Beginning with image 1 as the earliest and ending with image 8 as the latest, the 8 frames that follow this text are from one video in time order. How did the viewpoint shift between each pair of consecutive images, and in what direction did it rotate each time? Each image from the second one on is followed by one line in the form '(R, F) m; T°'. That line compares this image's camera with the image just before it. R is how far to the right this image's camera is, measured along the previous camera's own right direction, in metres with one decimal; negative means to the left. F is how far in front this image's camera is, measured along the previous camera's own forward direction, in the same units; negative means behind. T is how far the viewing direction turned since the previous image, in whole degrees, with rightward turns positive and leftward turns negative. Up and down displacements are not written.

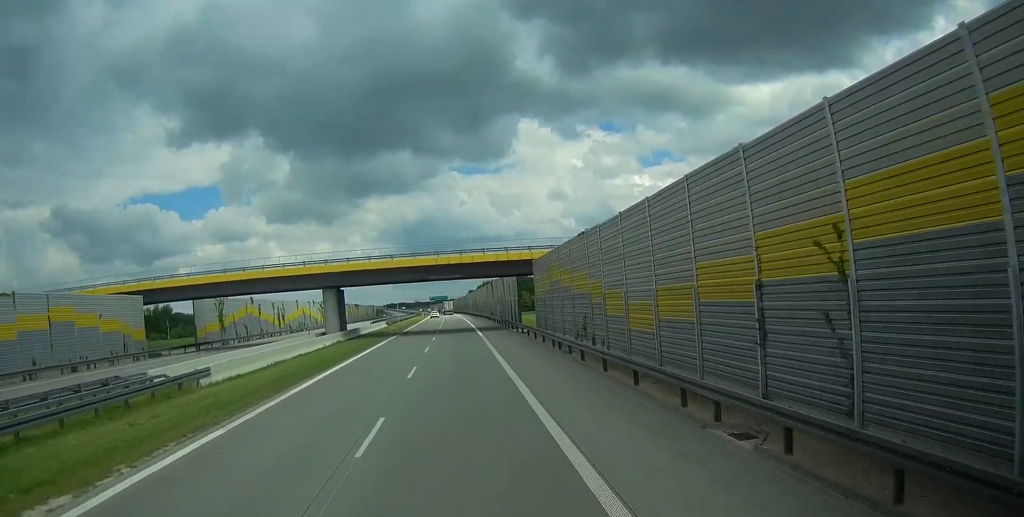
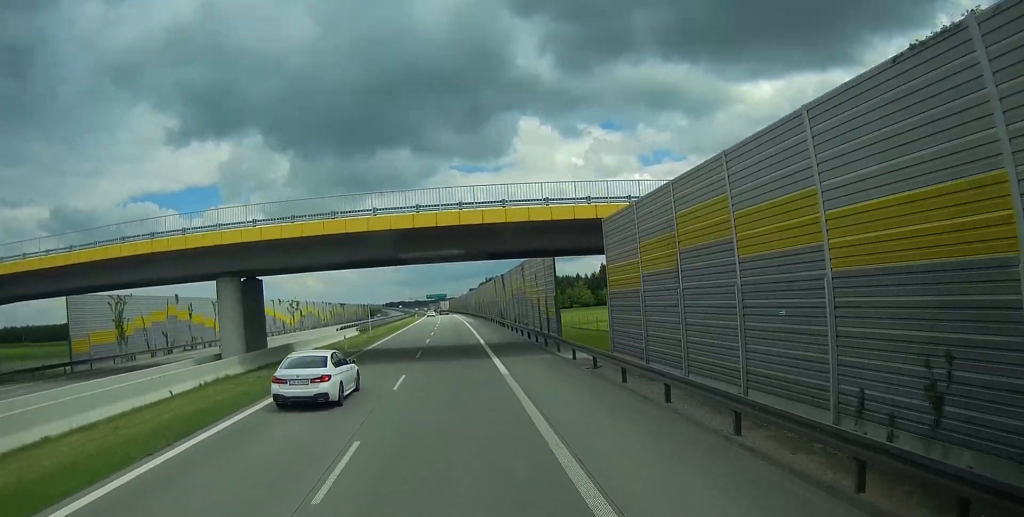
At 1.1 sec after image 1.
(+0.4, +27.3) m; 0°
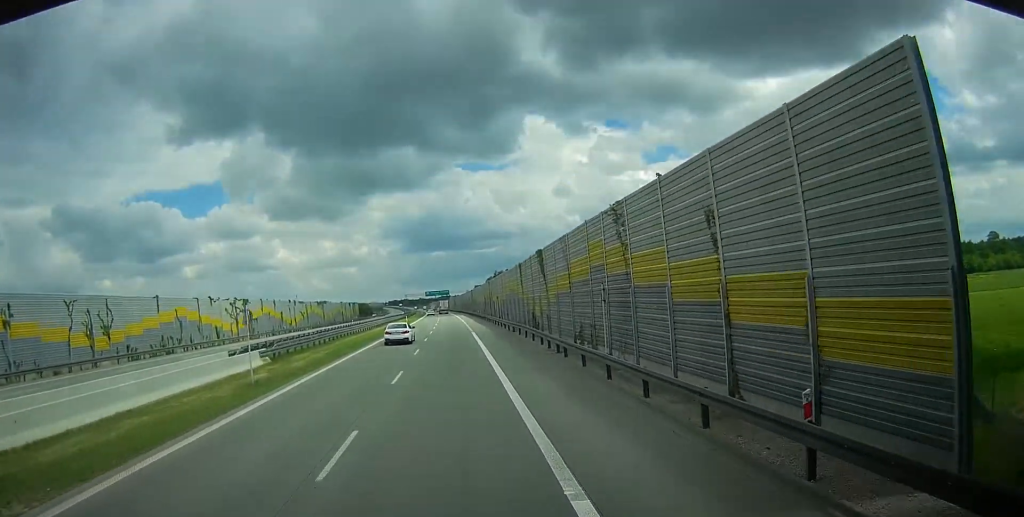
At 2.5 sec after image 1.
(-0.4, +35.2) m; -1°
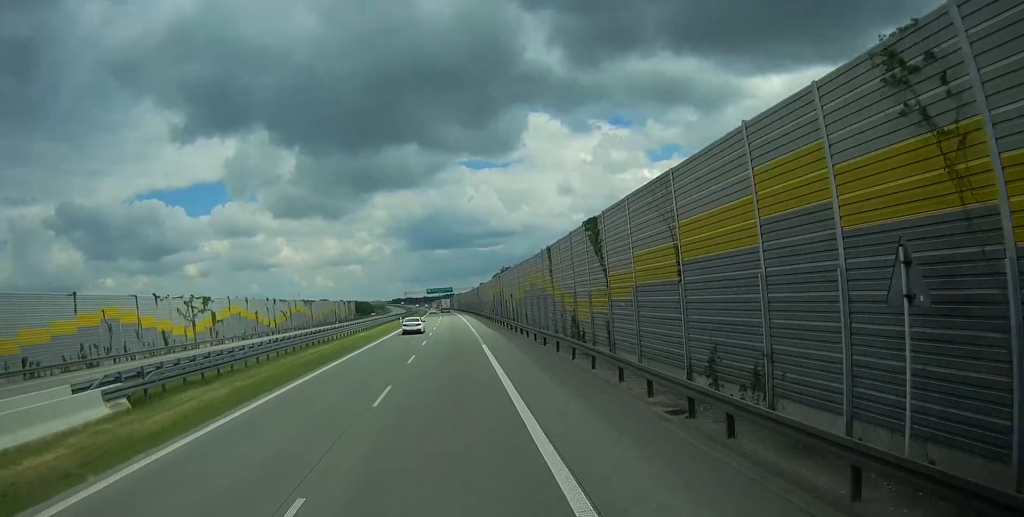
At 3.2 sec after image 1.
(-0.1, +17.2) m; 0°
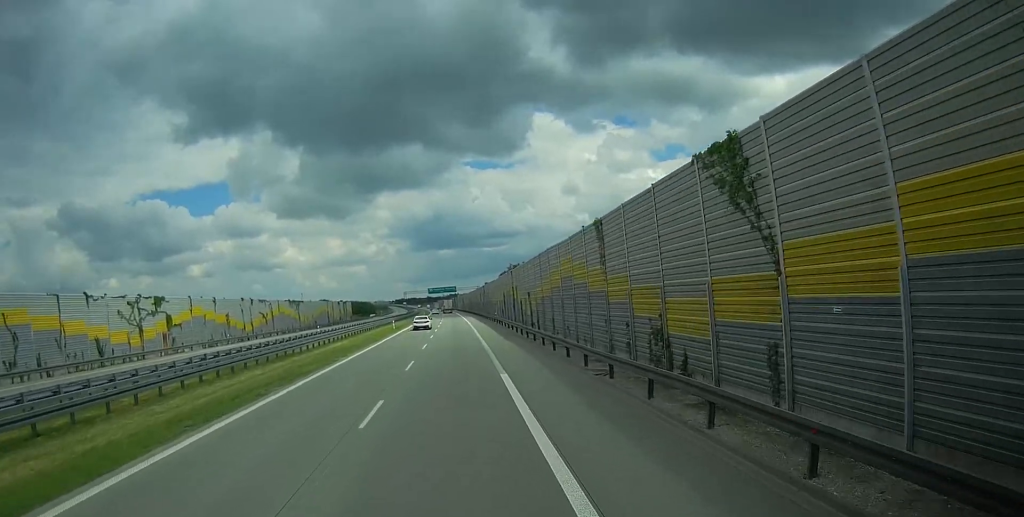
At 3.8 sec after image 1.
(0.0, +14.8) m; 0°
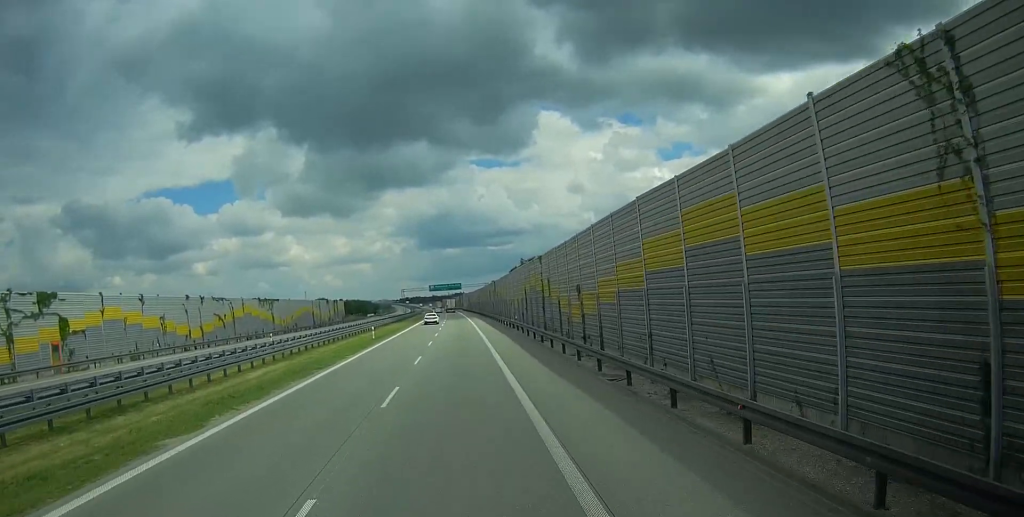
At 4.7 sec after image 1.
(-0.2, +21.7) m; -1°
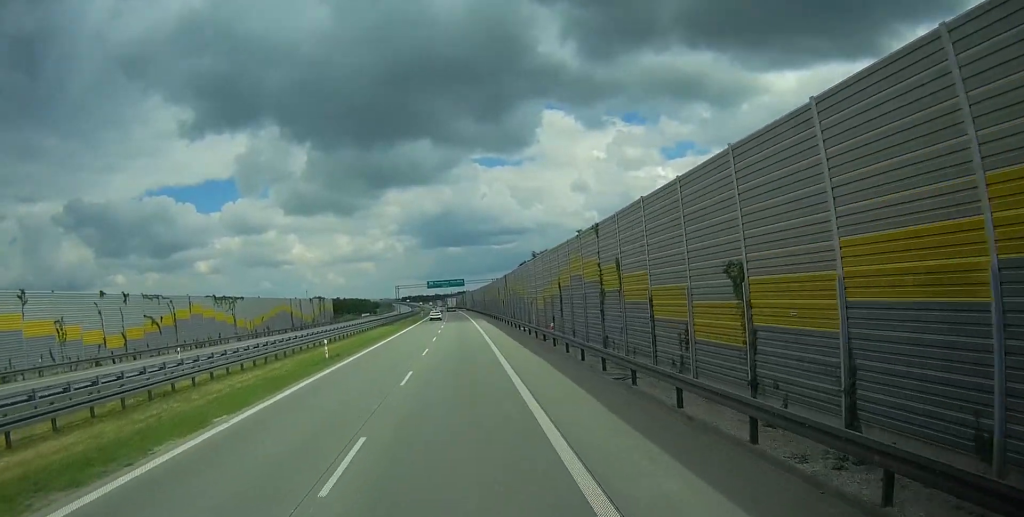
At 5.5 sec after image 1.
(-0.1, +20.0) m; 0°
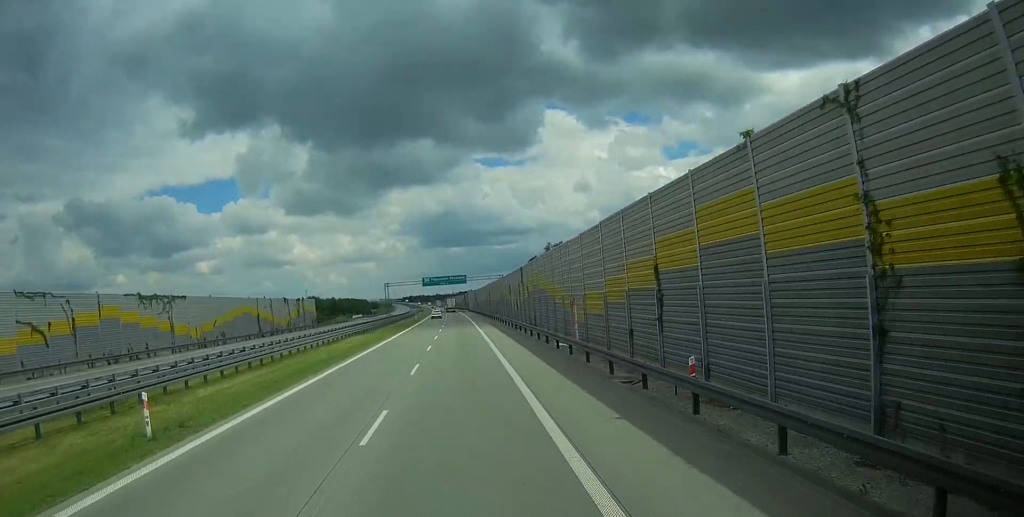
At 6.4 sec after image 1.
(0.0, +20.8) m; 0°
